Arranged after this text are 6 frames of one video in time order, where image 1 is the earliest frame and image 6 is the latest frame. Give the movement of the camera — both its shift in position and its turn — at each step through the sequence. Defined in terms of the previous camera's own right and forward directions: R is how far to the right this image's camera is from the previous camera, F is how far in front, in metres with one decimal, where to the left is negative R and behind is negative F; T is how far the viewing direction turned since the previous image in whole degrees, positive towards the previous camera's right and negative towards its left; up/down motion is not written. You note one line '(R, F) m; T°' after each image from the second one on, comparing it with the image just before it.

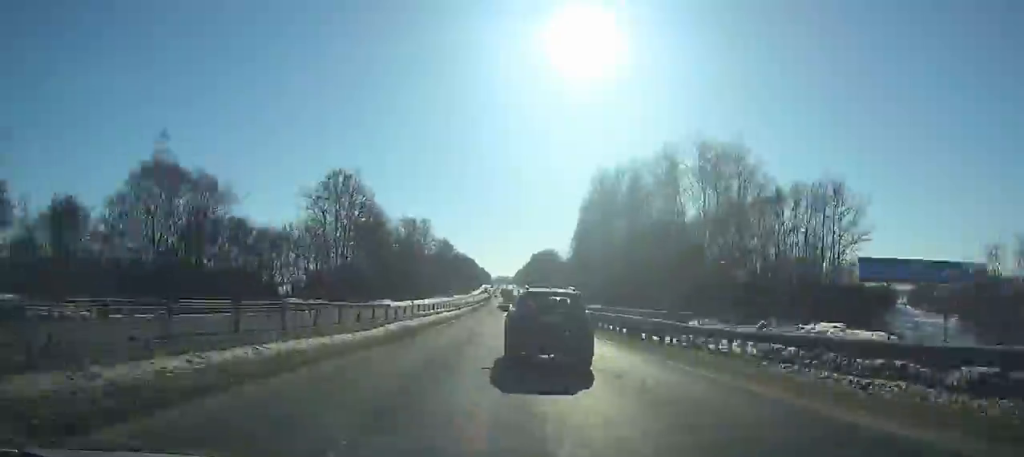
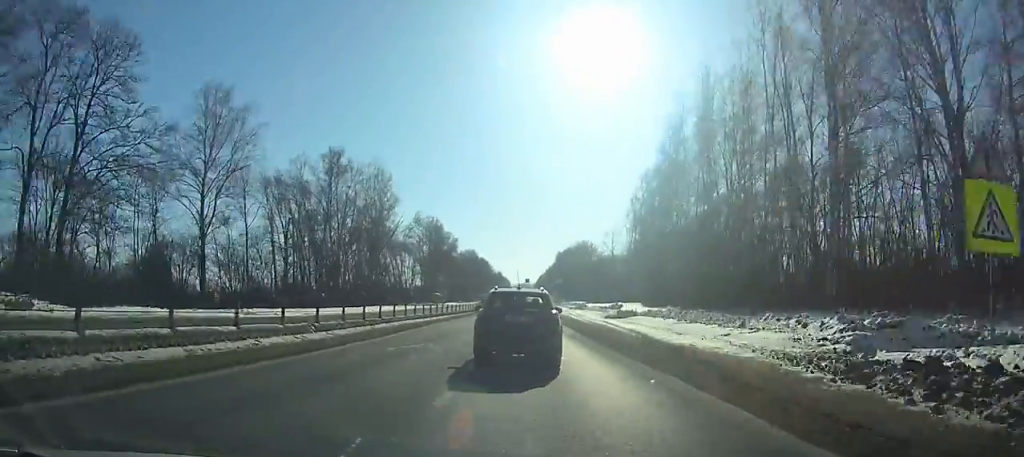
(-0.1, +88.0) m; -1°
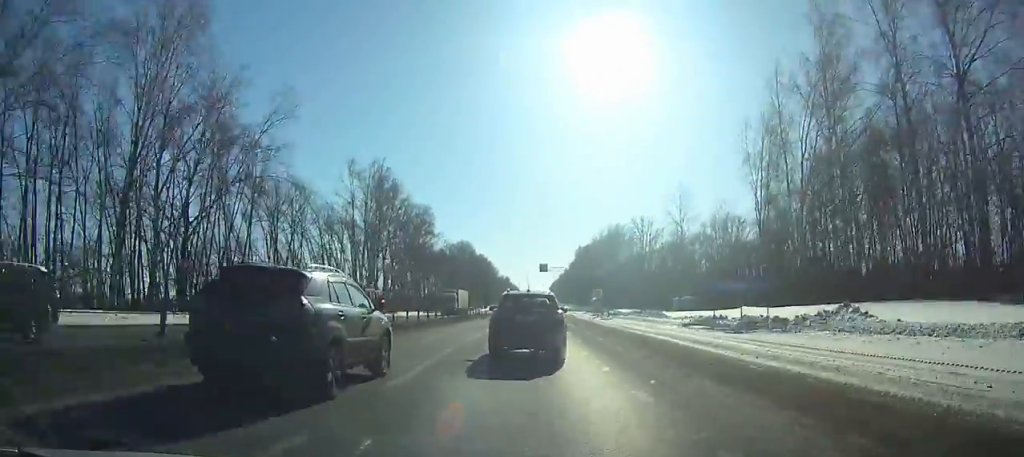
(-0.7, +80.7) m; -1°
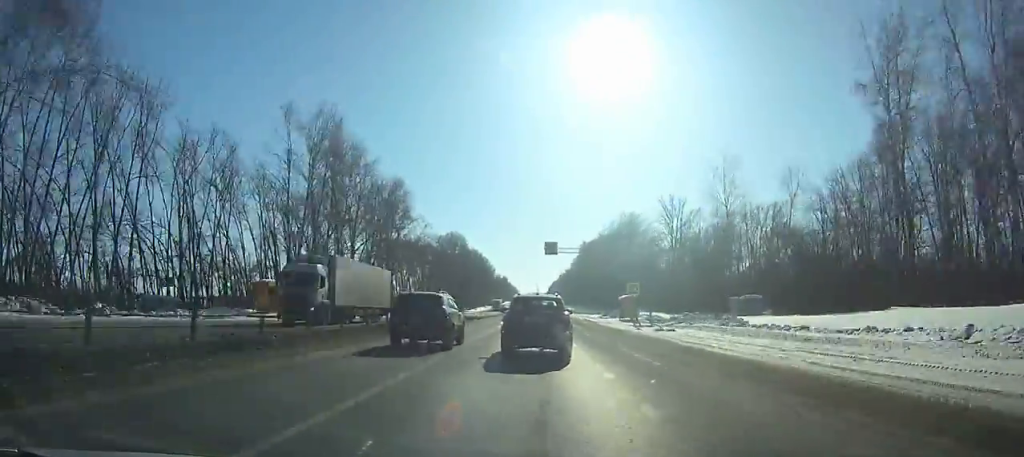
(-0.1, +29.8) m; 0°
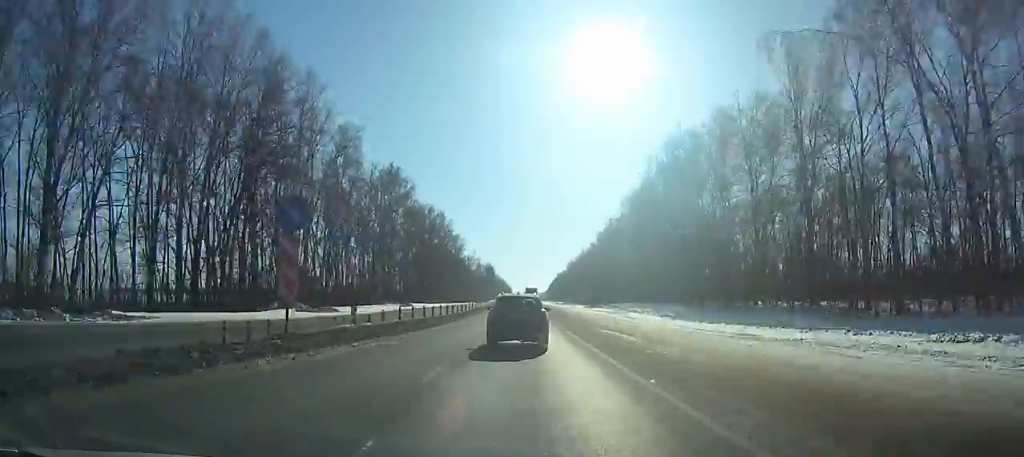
(+0.2, +162.1) m; 0°
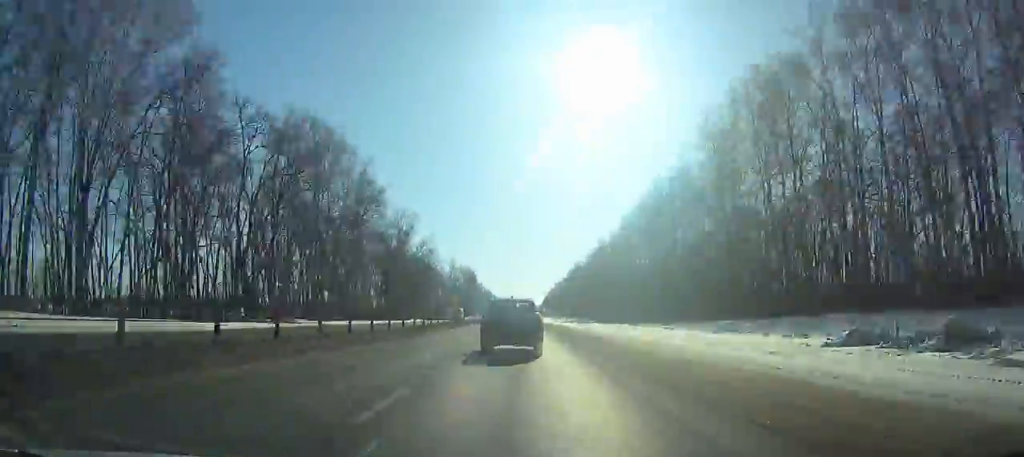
(-0.1, +86.4) m; 0°
